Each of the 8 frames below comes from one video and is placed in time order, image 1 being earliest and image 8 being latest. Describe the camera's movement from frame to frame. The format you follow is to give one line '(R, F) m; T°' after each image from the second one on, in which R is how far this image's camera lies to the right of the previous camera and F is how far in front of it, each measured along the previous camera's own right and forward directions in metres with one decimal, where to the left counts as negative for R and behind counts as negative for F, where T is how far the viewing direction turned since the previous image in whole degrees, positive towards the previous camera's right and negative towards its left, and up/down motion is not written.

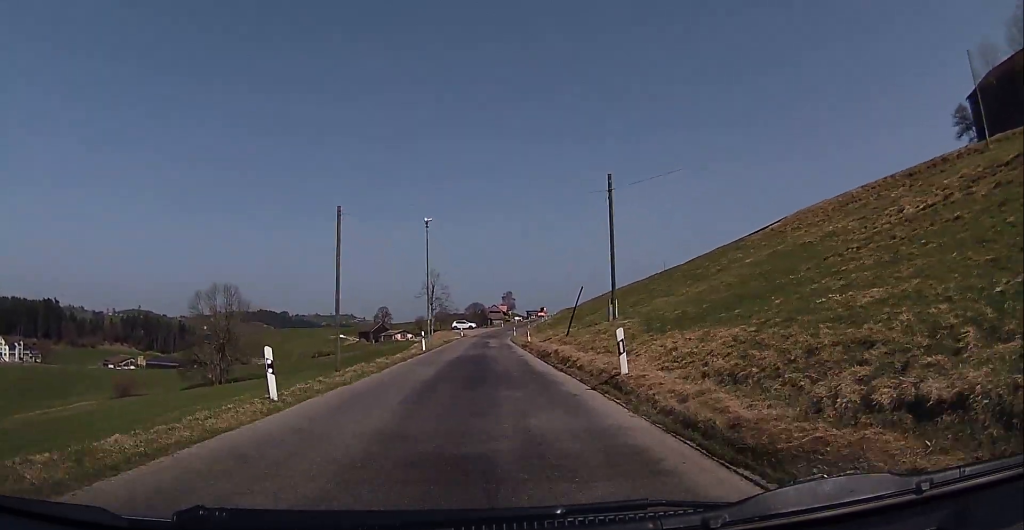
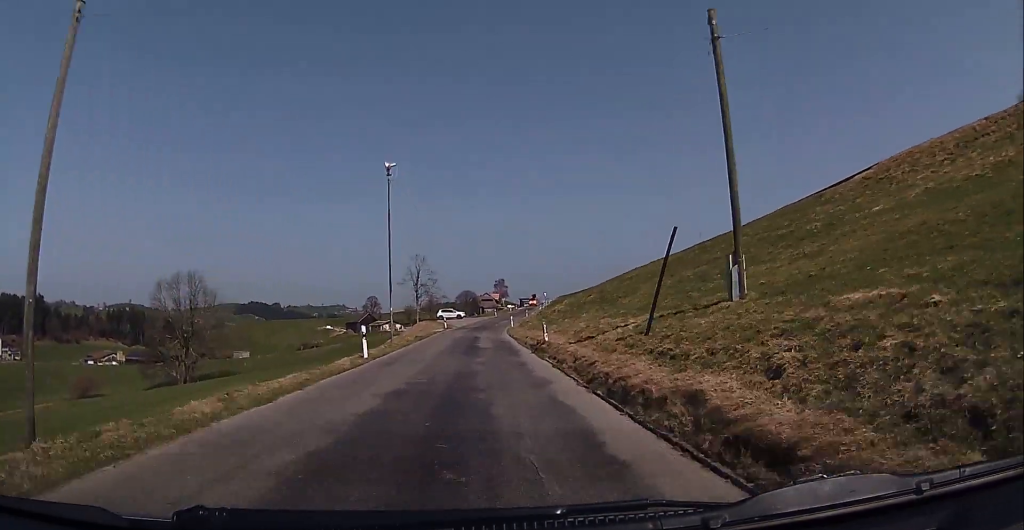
(0.0, +15.6) m; 0°
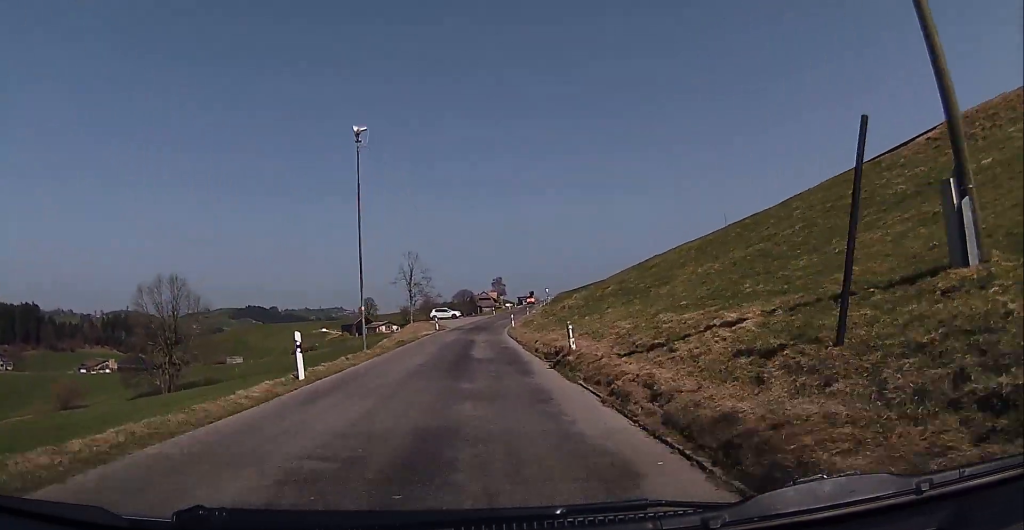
(0.0, +7.6) m; 0°
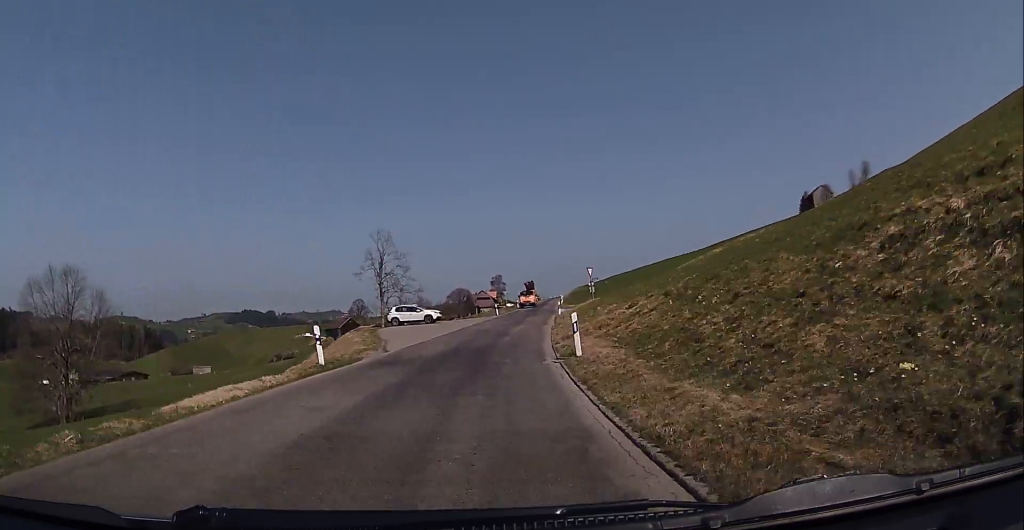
(-0.3, +38.8) m; +1°
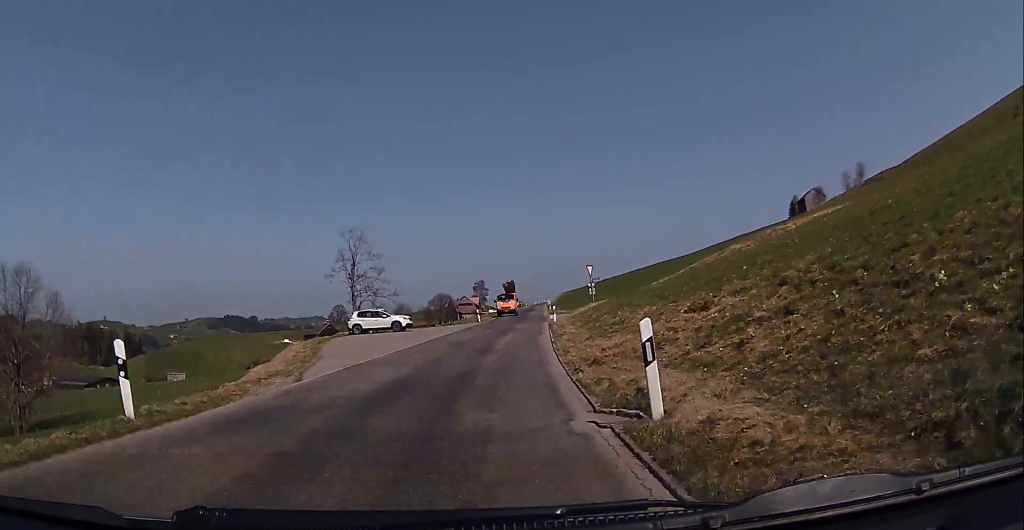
(+0.2, +8.7) m; 0°
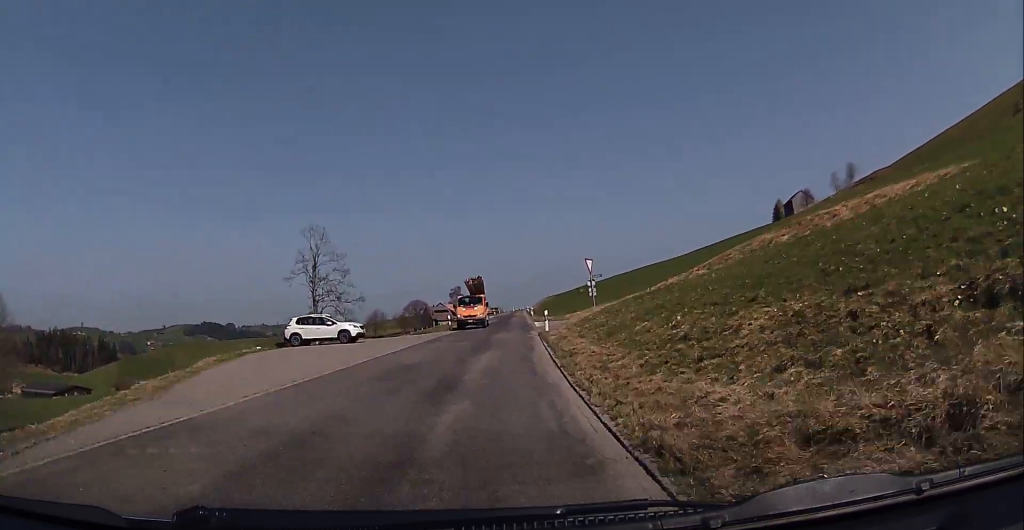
(-0.3, +9.4) m; +1°
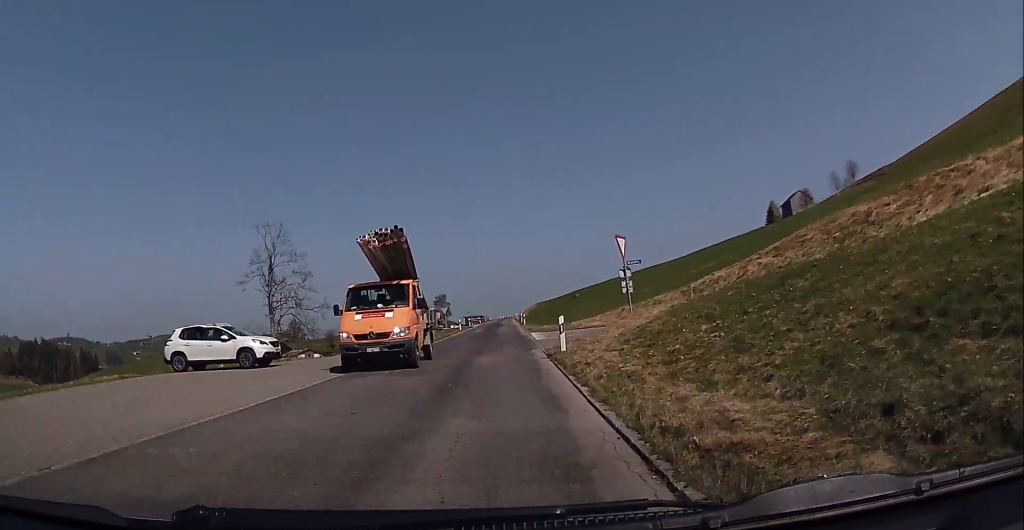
(+0.4, +12.3) m; +1°
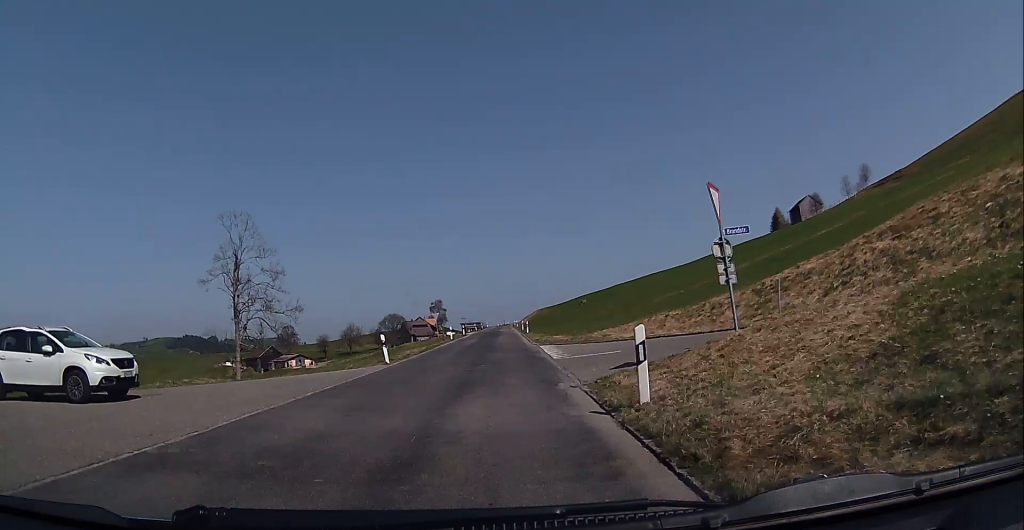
(-0.1, +9.8) m; 0°
